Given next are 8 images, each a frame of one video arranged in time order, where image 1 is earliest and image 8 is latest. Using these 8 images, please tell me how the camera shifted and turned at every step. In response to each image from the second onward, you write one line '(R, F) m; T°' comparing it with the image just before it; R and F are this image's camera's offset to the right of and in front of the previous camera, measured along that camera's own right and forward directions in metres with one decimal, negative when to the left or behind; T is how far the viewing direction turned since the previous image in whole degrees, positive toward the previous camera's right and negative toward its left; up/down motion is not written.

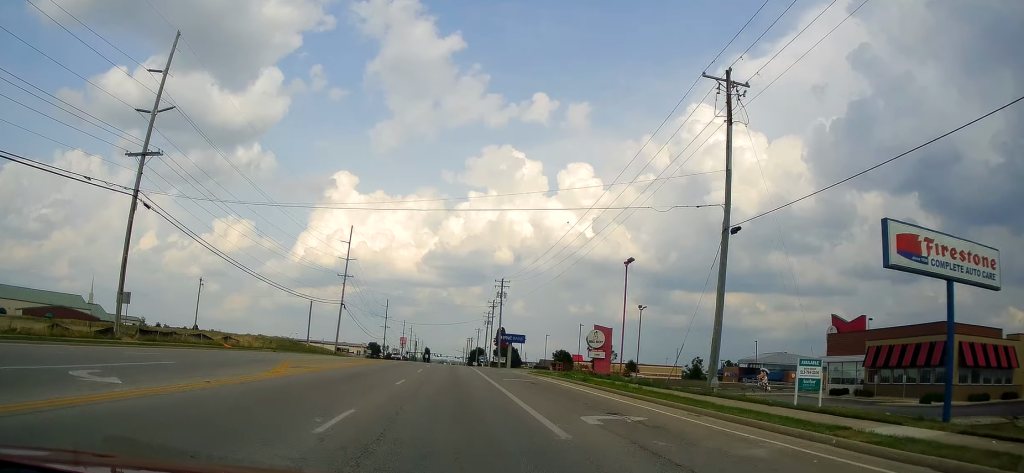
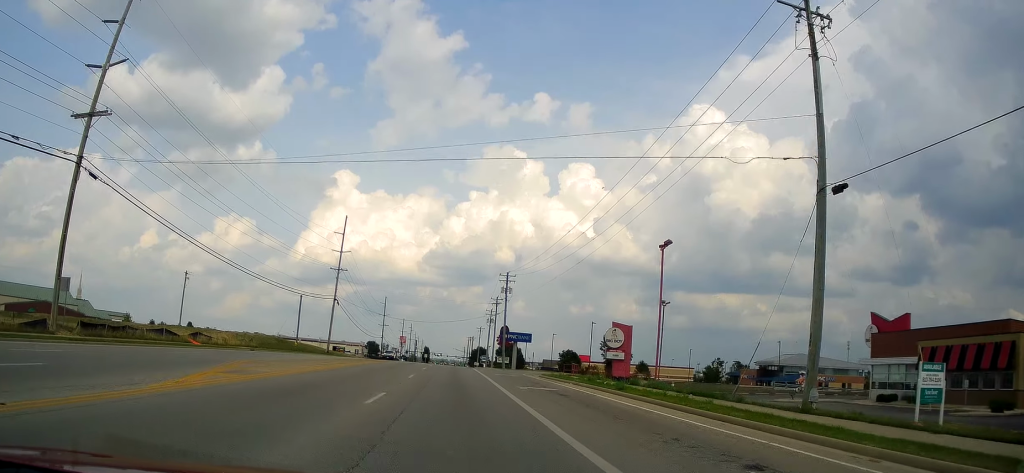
(+0.1, +7.0) m; 0°
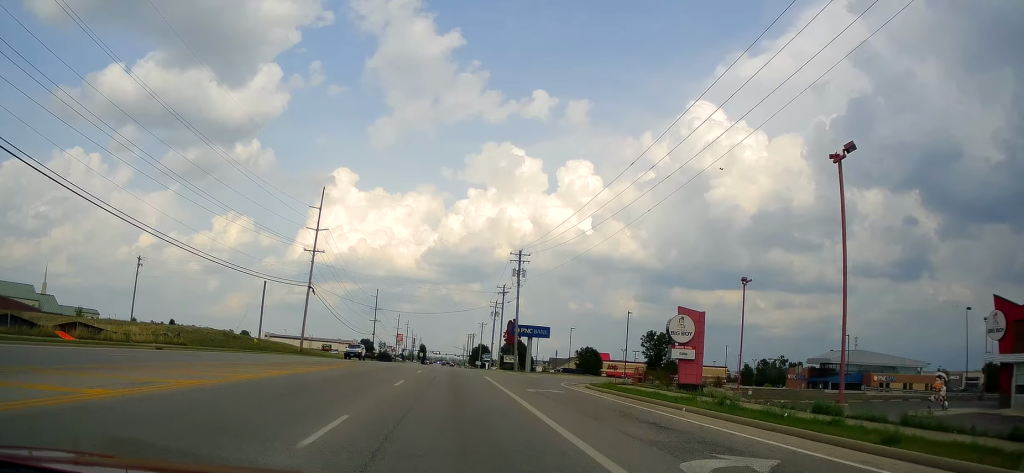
(-0.6, +17.5) m; -2°
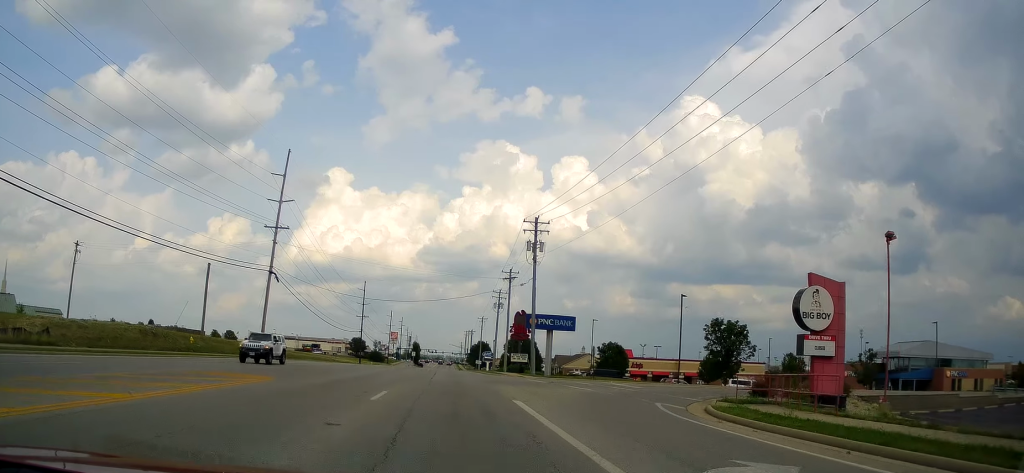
(-0.1, +17.0) m; 0°
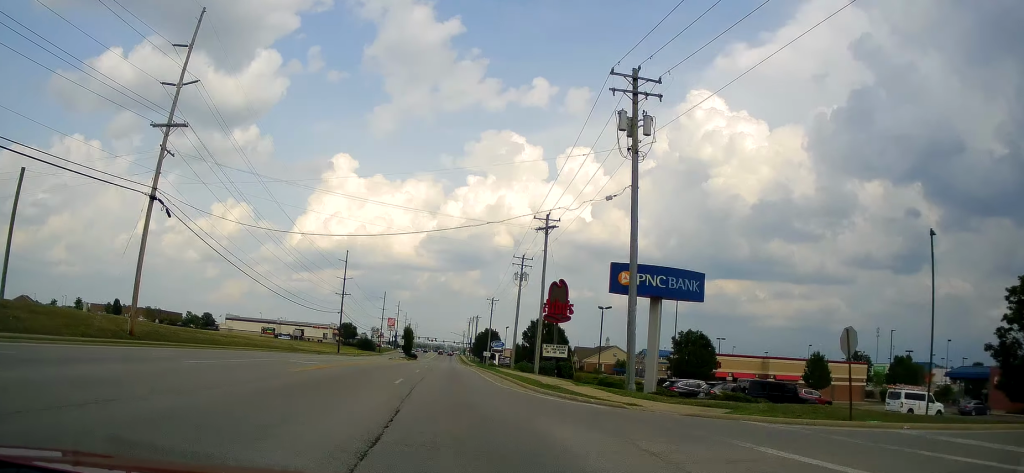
(-0.1, +29.9) m; +1°
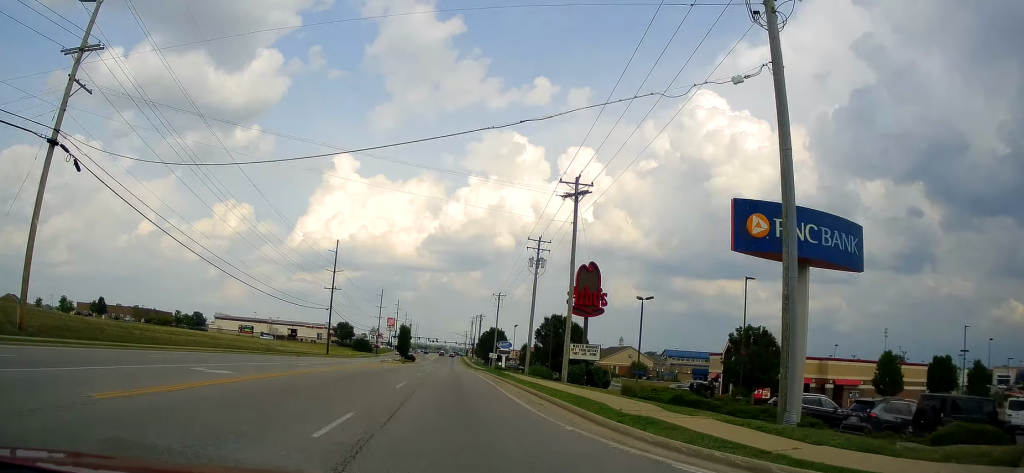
(+0.1, +12.4) m; +1°
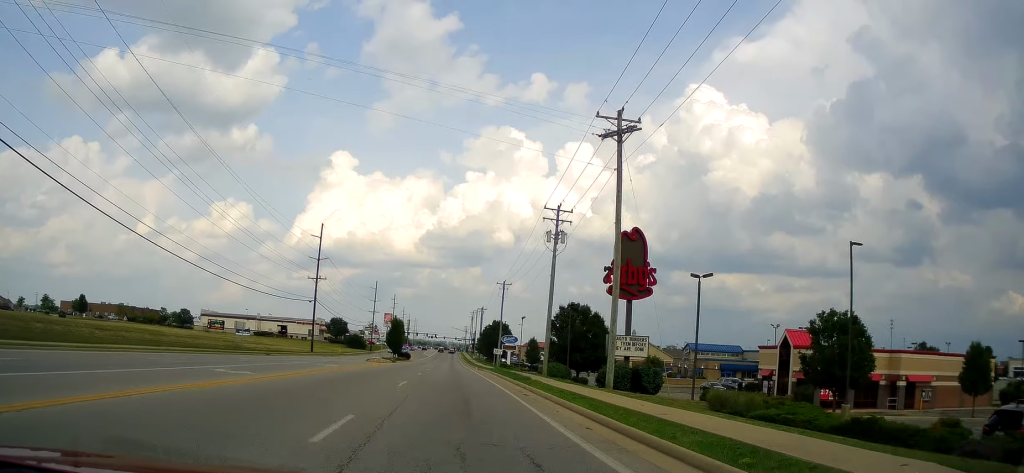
(+0.3, +11.9) m; 0°
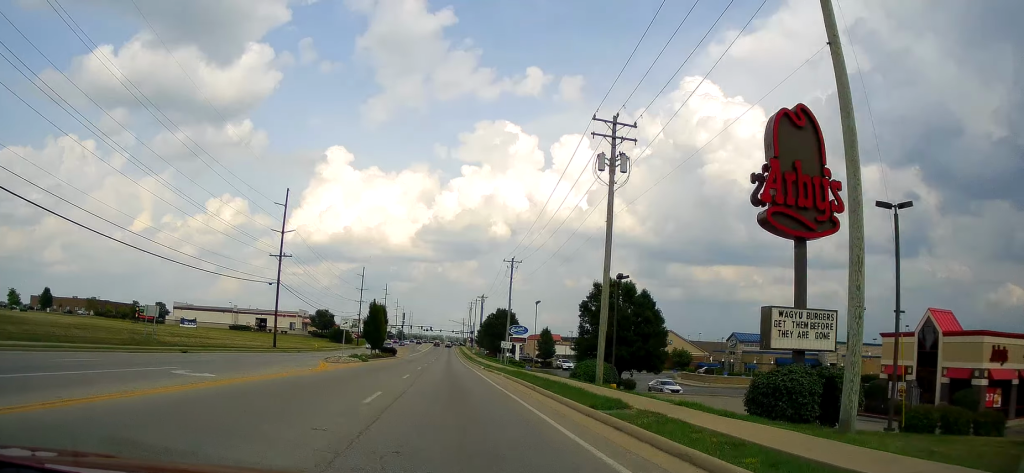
(-0.6, +19.4) m; -1°
